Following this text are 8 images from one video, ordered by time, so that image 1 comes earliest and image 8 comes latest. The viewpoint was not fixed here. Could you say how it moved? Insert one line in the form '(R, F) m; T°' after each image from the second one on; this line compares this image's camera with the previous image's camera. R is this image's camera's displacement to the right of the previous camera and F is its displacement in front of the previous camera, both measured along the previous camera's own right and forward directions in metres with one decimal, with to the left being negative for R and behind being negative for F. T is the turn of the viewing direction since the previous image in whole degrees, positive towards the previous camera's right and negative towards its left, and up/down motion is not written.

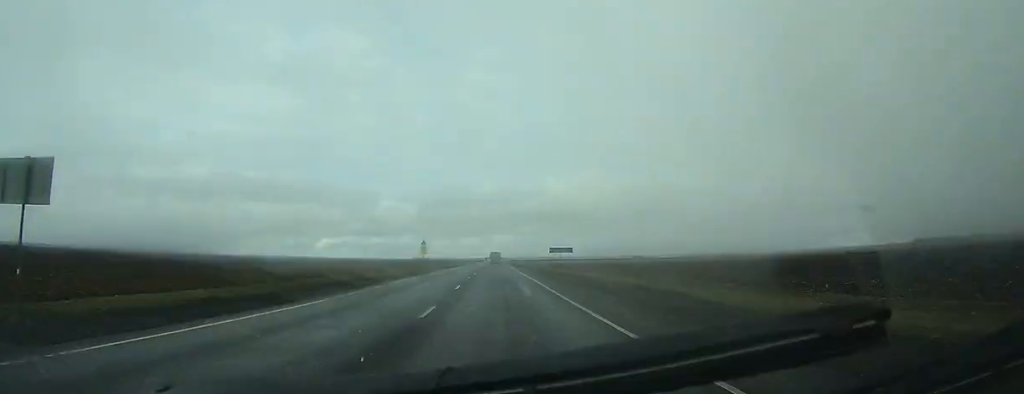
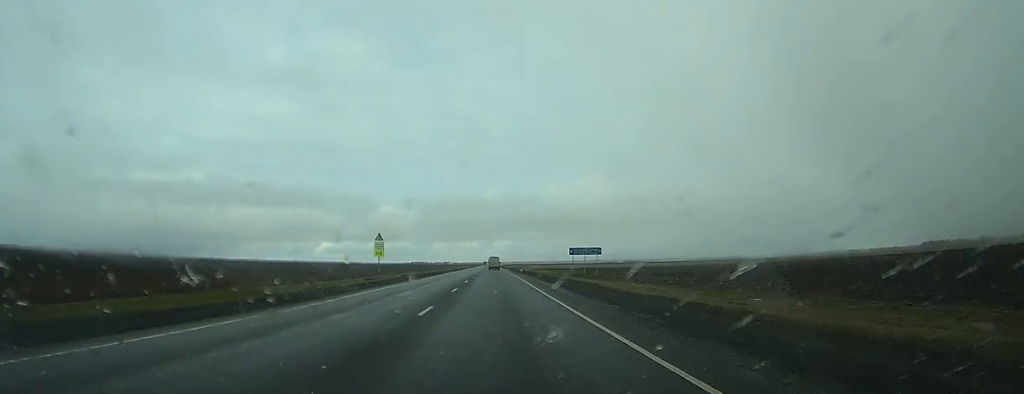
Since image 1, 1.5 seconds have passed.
(+0.1, +32.5) m; 0°
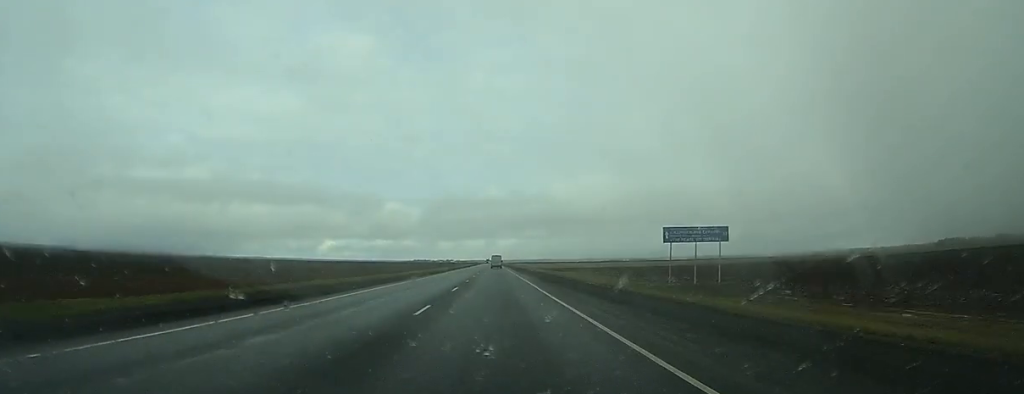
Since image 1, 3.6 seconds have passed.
(+0.3, +47.5) m; 0°
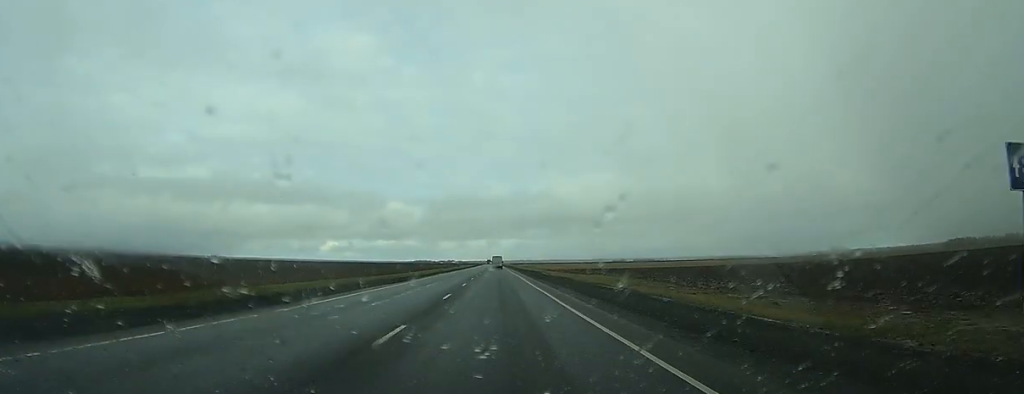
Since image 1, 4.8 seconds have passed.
(+0.1, +29.4) m; 0°
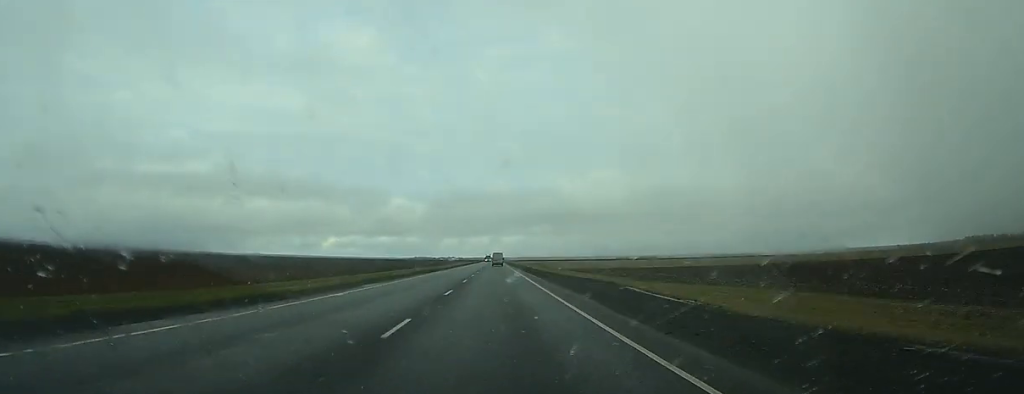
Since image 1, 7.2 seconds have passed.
(-0.7, +60.1) m; -1°
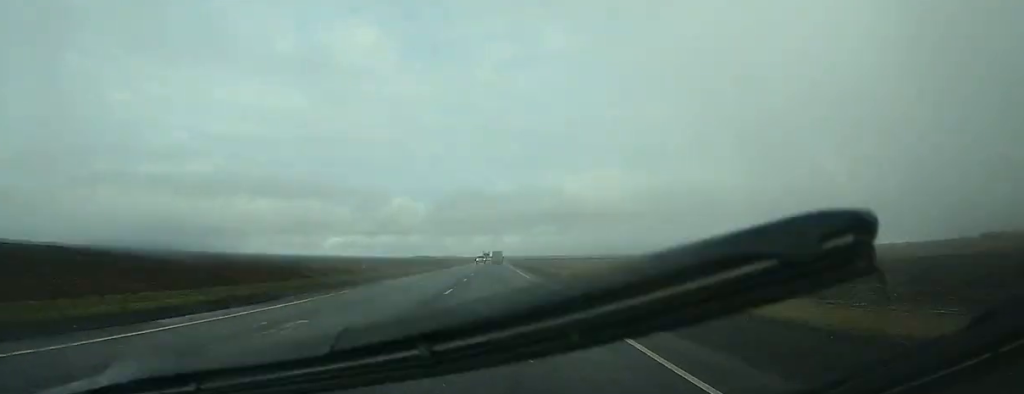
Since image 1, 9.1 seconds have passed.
(-0.3, +47.6) m; -1°
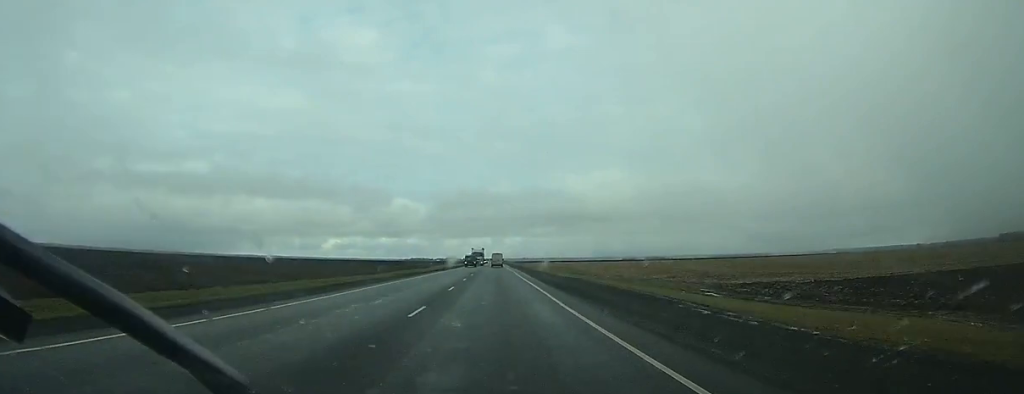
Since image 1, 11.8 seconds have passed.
(-0.1, +64.8) m; 0°
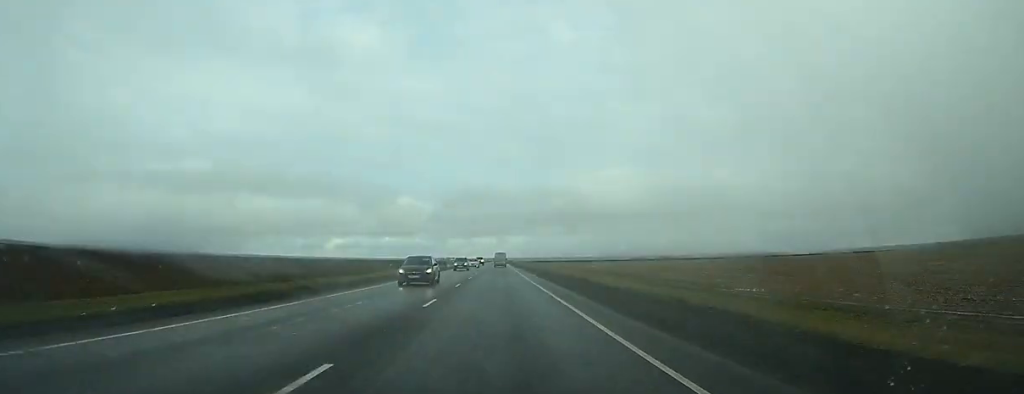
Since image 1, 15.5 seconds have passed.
(+0.2, +95.7) m; 0°
